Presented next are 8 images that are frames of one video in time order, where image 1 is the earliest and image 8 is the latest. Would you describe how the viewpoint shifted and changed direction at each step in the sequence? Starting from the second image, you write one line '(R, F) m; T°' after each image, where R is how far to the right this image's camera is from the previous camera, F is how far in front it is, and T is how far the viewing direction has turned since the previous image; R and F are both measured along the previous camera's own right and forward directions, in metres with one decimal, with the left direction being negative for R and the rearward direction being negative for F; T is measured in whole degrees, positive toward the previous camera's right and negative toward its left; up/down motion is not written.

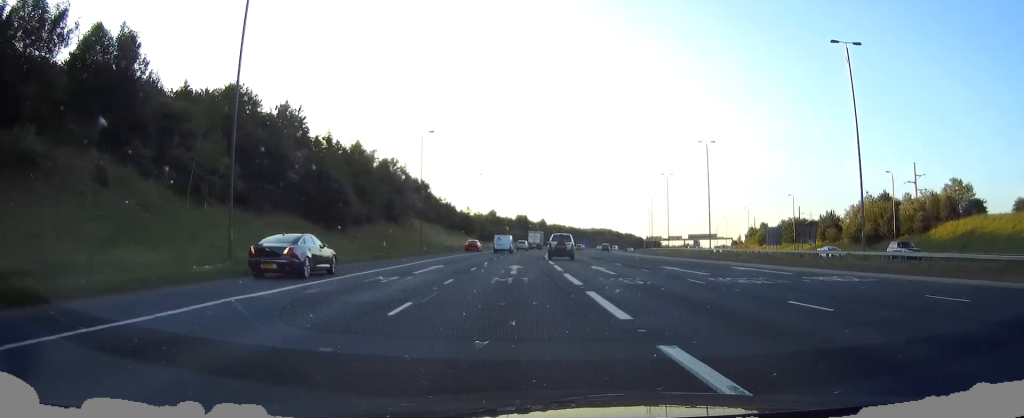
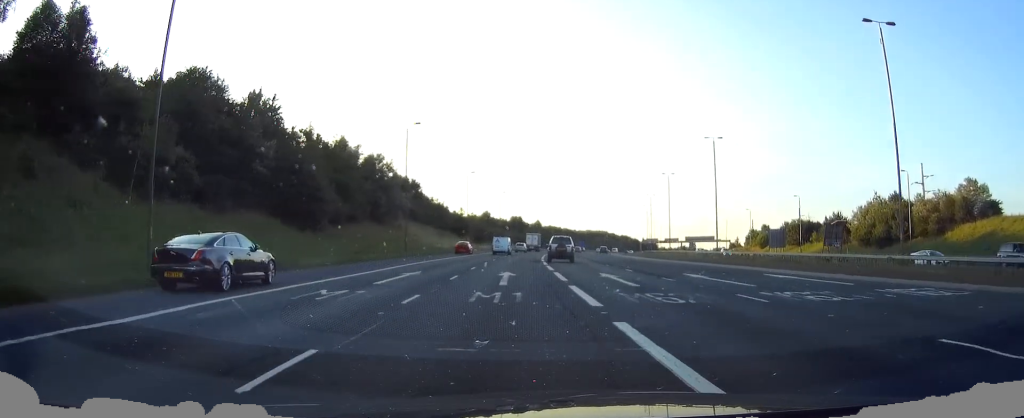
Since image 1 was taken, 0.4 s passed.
(0.0, +5.6) m; +1°
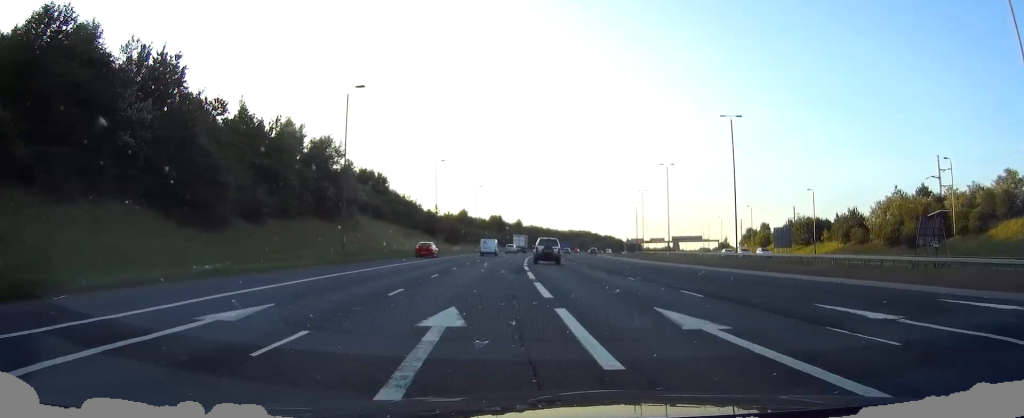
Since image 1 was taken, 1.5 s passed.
(+0.3, +14.8) m; +2°
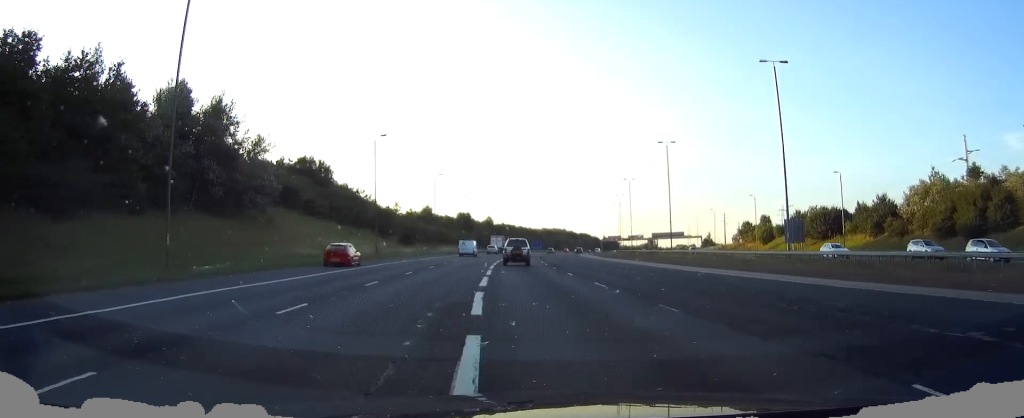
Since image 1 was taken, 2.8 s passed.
(+0.2, +20.9) m; +2°
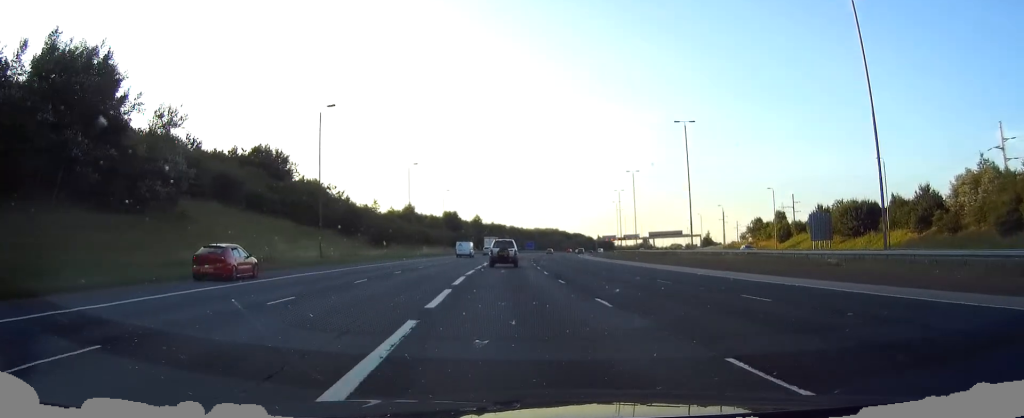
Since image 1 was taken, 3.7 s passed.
(+0.3, +16.1) m; +1°
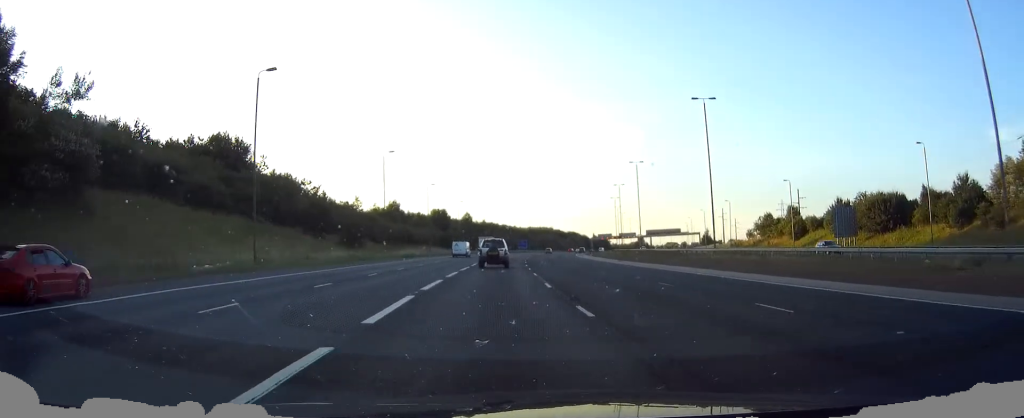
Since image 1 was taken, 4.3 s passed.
(0.0, +11.9) m; 0°
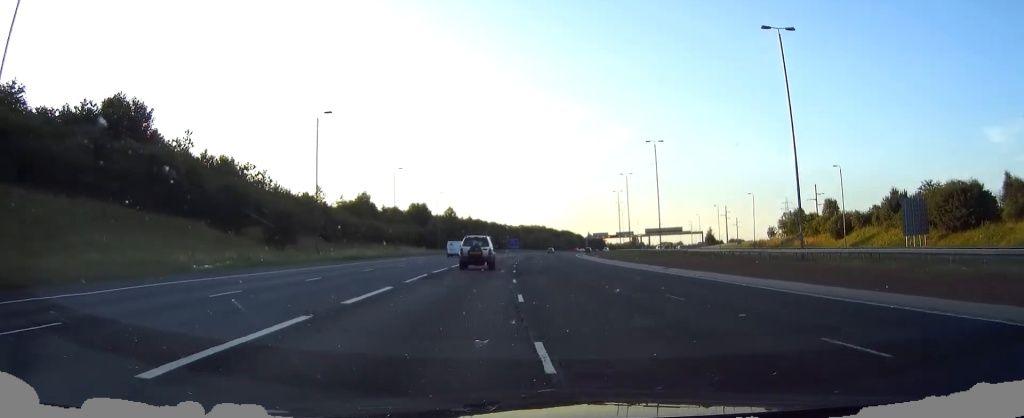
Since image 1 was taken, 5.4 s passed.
(+0.1, +22.7) m; 0°
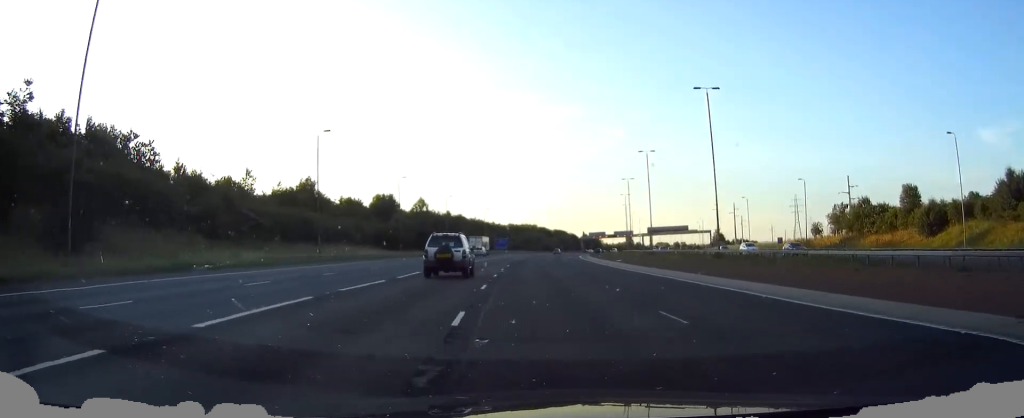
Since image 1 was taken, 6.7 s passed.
(+0.1, +30.9) m; +1°
